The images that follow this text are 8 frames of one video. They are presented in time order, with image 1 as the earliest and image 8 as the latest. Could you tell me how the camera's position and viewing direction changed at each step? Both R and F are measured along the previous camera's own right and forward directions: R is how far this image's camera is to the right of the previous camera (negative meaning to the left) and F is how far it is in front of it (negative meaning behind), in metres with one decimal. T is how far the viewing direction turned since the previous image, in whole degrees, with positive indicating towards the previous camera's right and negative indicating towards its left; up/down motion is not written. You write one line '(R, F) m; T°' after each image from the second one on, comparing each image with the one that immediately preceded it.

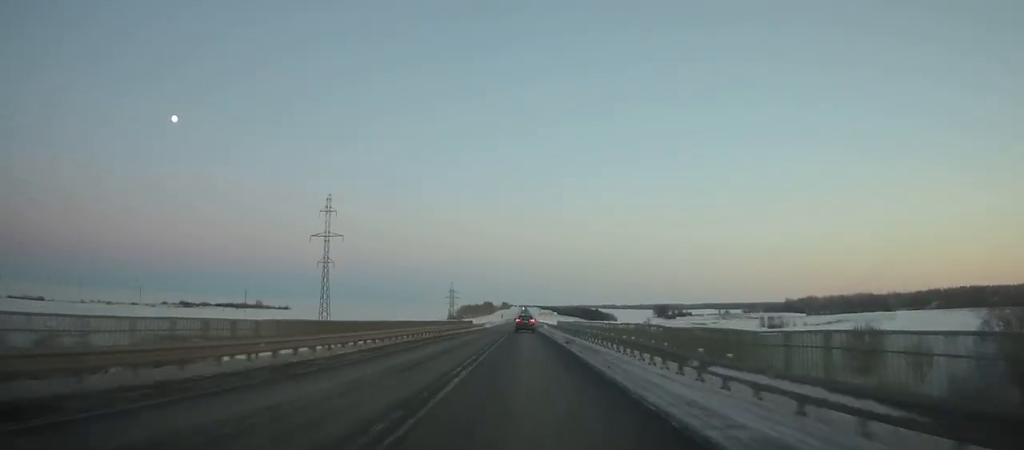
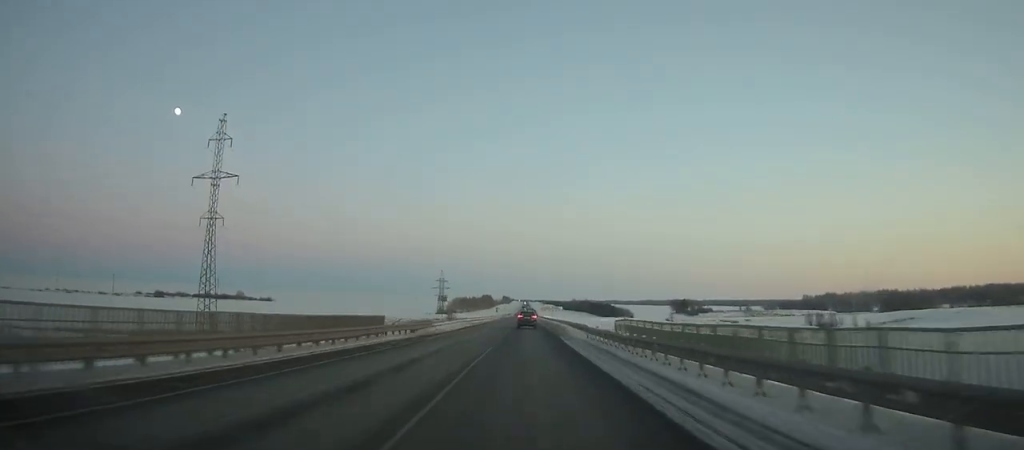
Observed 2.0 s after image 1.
(+0.2, +53.7) m; 0°
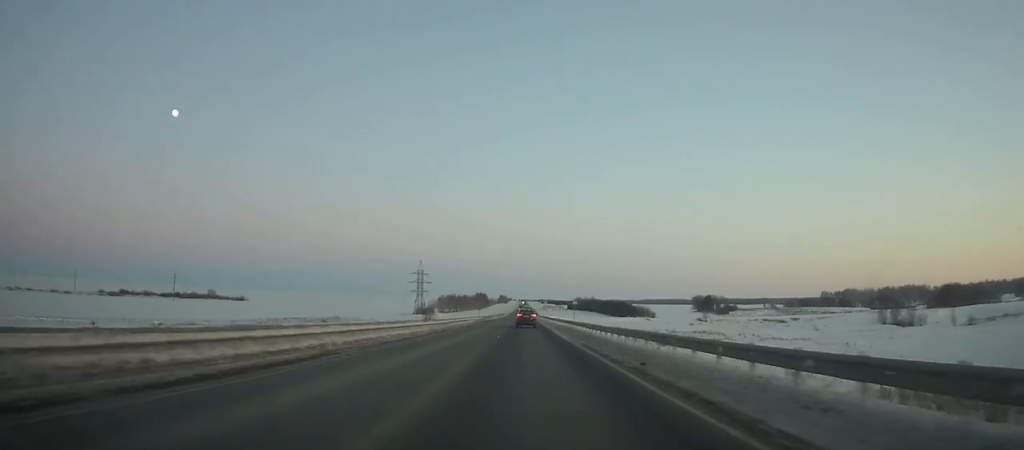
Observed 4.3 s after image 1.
(+0.1, +61.4) m; 0°
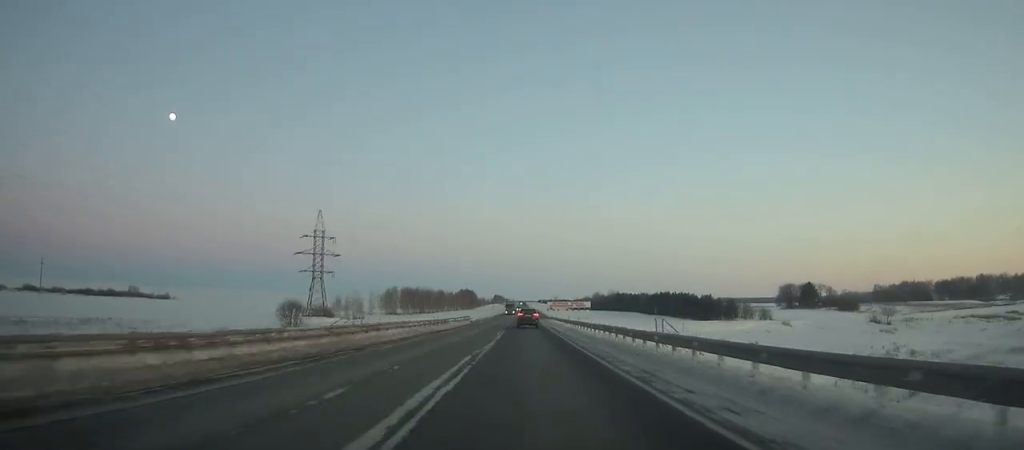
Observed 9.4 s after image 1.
(+0.1, +133.4) m; 0°
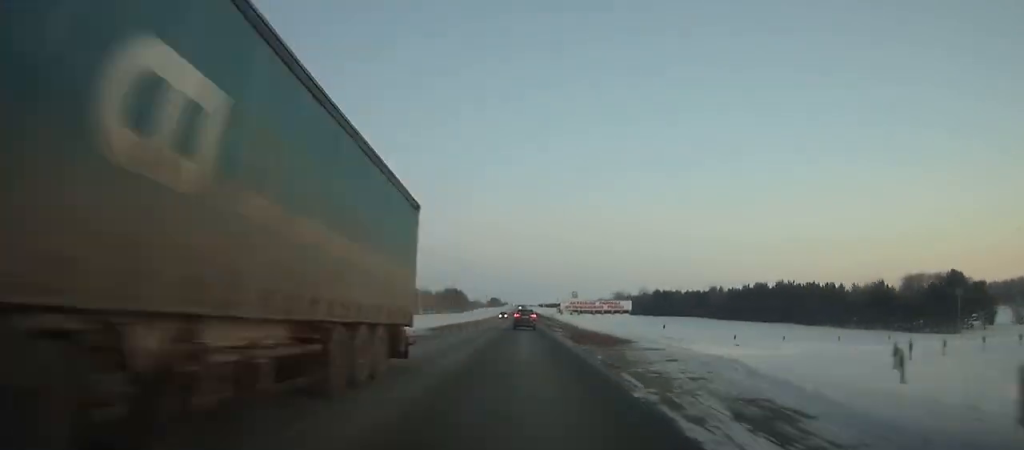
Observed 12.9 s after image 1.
(+0.2, +87.7) m; 0°
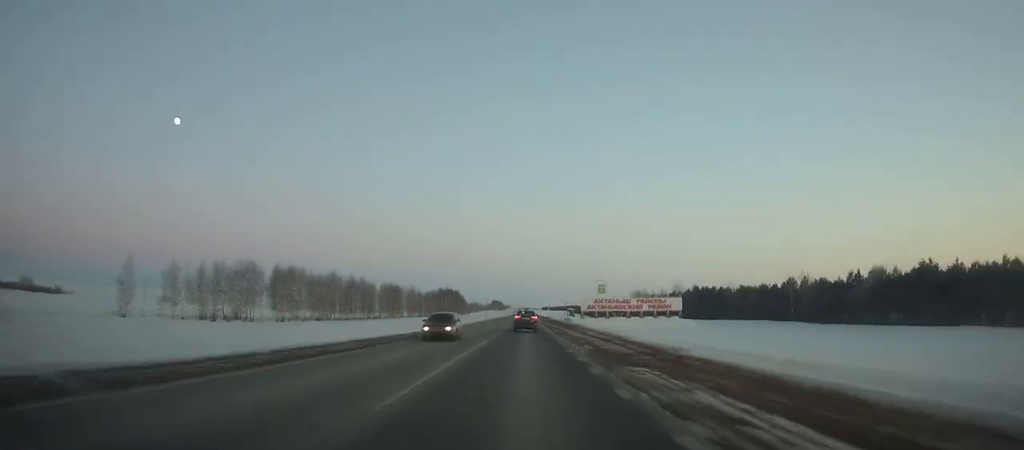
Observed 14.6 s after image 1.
(-0.1, +41.5) m; 0°
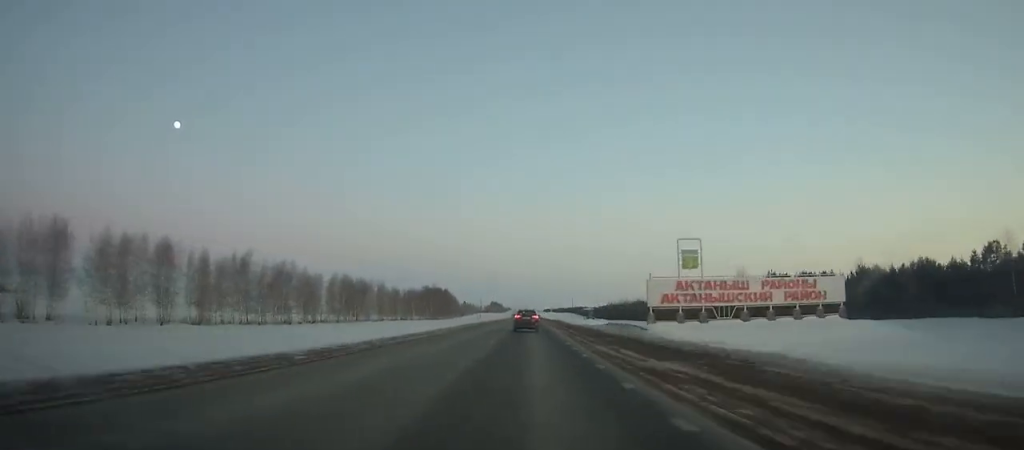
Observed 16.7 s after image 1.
(0.0, +50.1) m; 0°
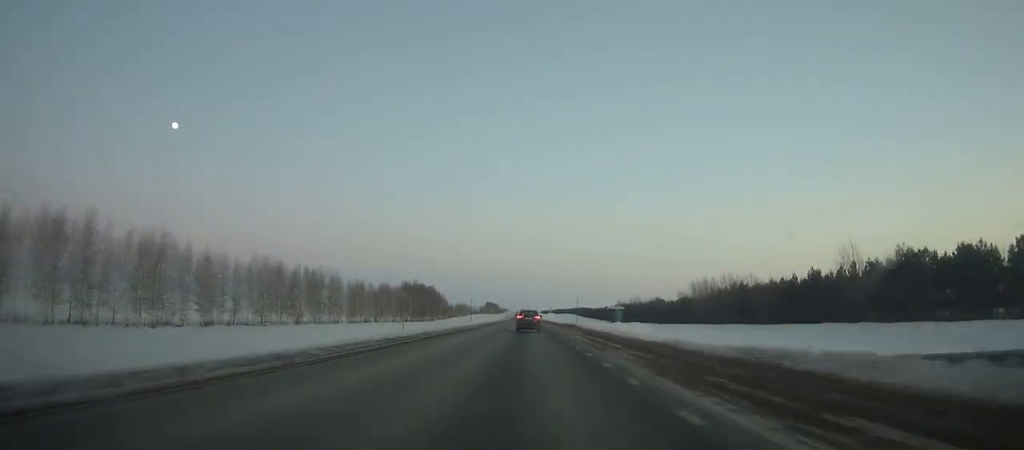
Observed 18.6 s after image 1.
(0.0, +44.6) m; 0°
